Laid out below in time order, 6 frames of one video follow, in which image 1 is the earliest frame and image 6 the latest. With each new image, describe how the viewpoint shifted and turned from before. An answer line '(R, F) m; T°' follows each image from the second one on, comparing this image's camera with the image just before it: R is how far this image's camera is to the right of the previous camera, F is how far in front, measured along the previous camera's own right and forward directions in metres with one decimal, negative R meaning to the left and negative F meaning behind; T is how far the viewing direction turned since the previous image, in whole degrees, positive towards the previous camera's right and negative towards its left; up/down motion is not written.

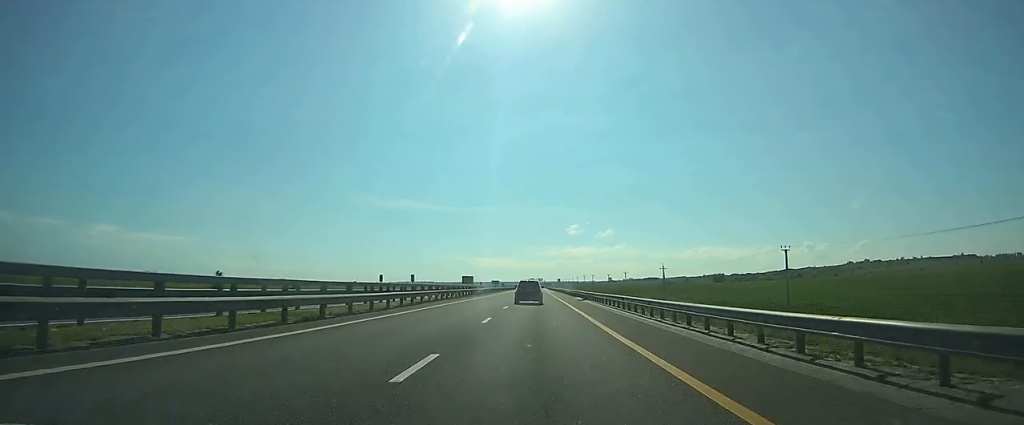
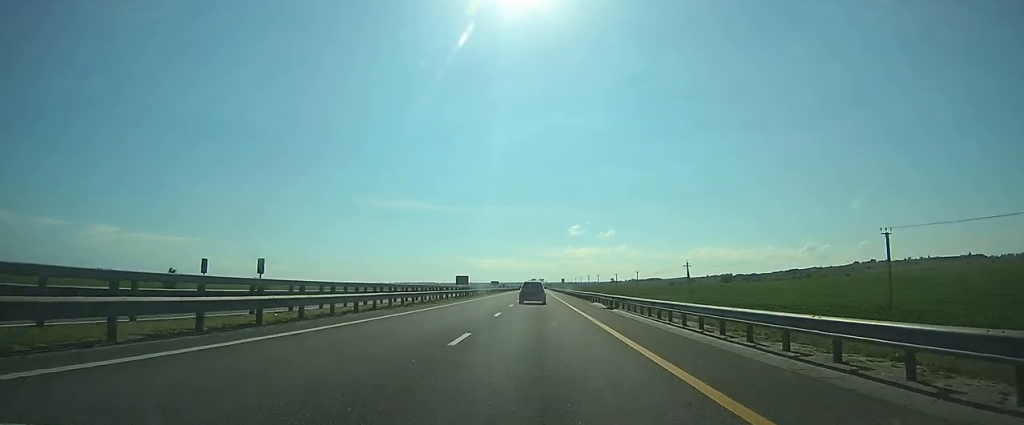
(0.0, +18.9) m; 0°
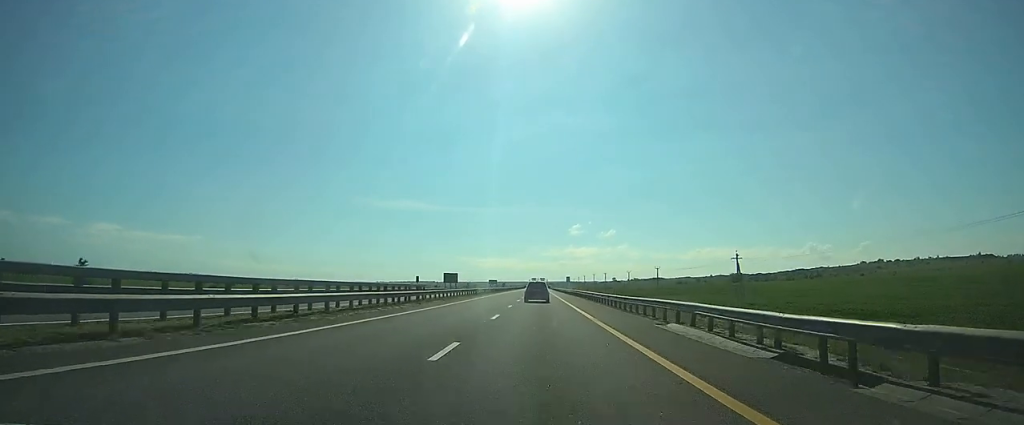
(-0.1, +25.9) m; 0°
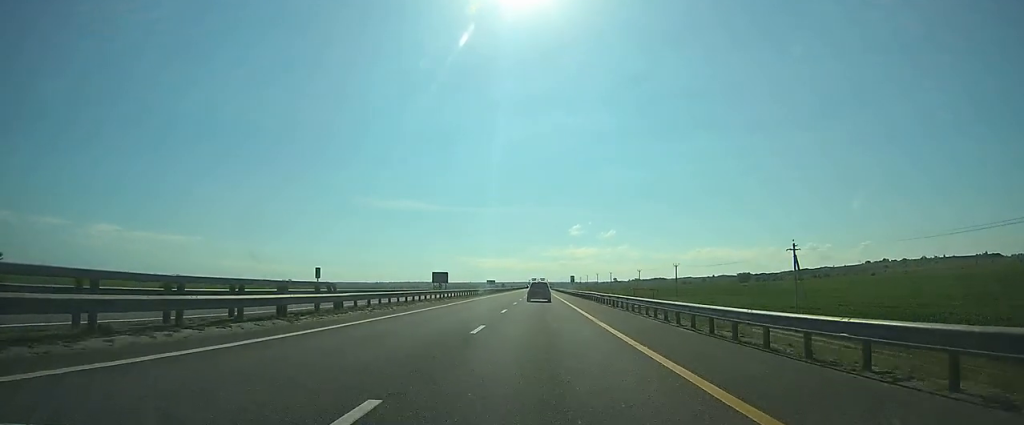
(0.0, +18.0) m; 0°
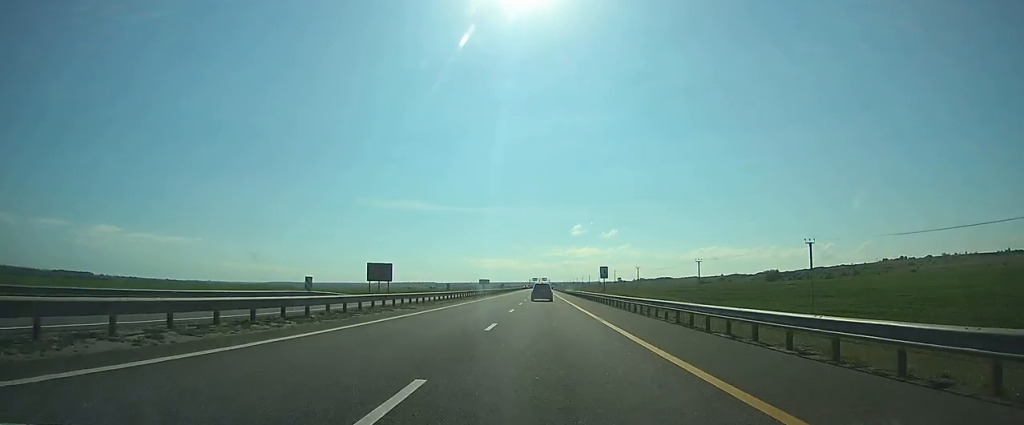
(0.0, +57.2) m; 0°
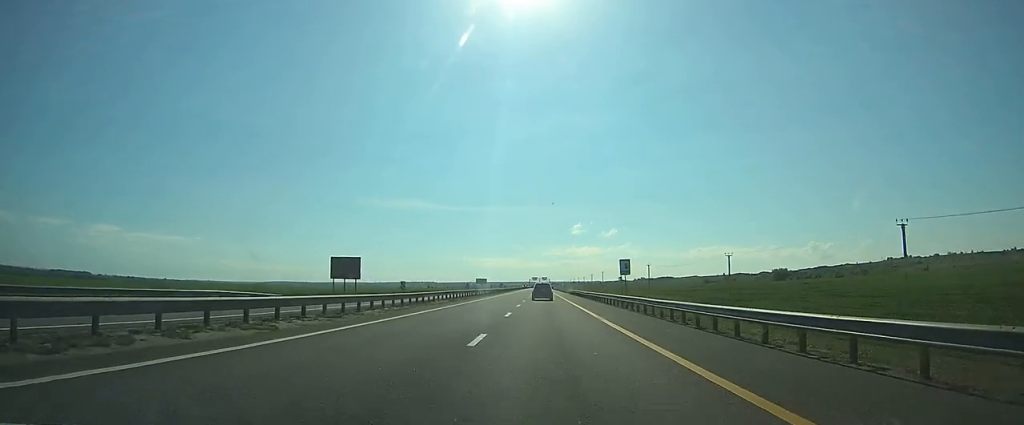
(0.0, +16.2) m; 0°
